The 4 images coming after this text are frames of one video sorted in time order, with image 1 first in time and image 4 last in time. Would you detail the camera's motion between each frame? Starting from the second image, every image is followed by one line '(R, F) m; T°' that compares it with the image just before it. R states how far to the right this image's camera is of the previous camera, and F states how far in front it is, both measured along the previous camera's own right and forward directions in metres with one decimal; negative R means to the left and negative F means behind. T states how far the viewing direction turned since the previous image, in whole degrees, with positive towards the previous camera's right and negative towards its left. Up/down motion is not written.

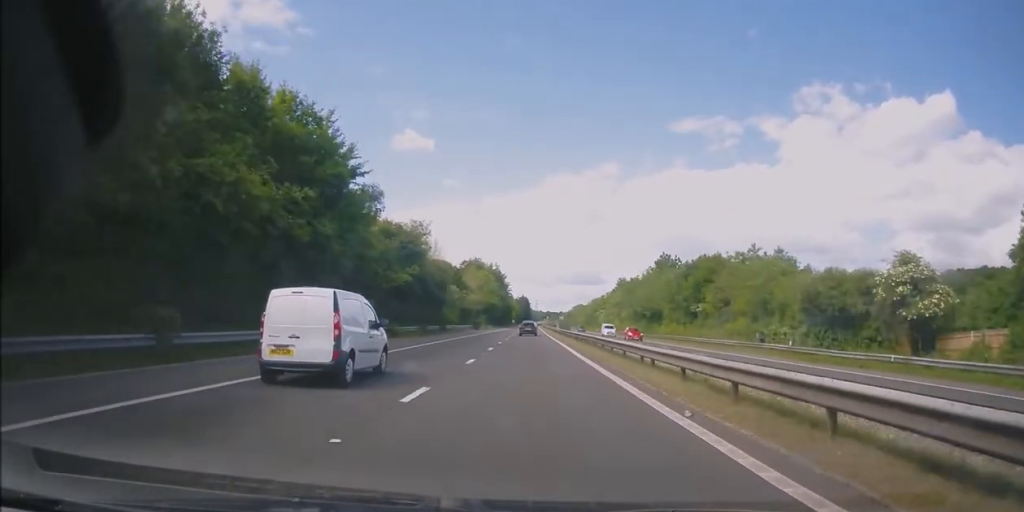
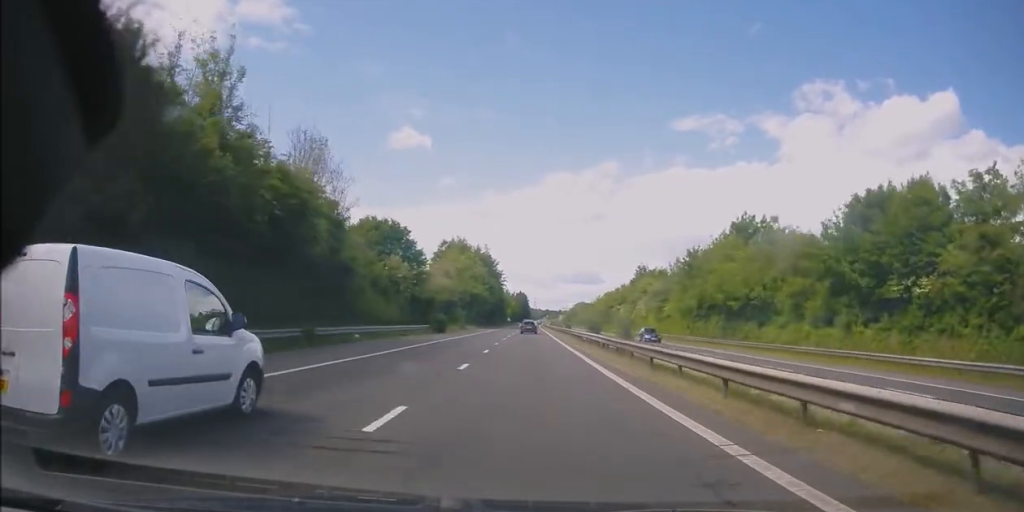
(0.0, +38.8) m; 0°
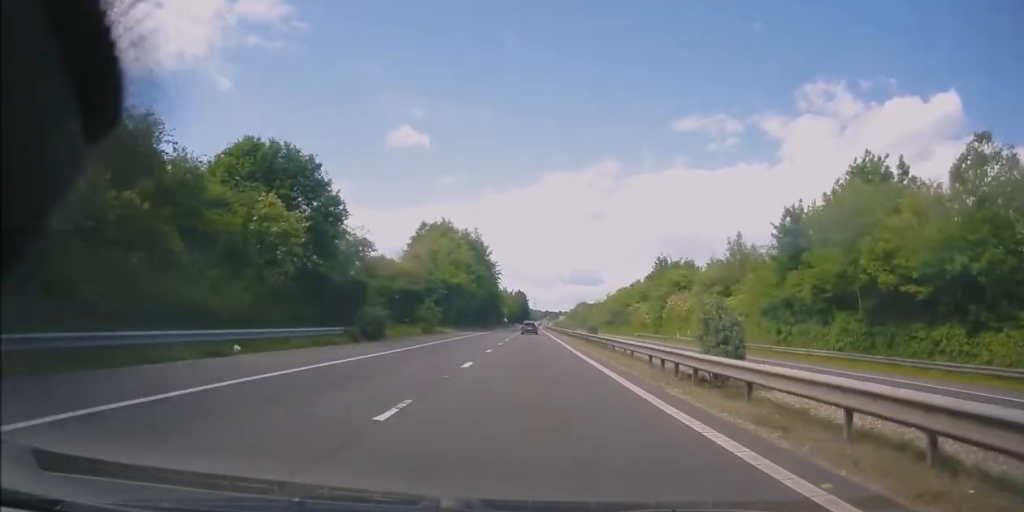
(+0.1, +26.2) m; 0°
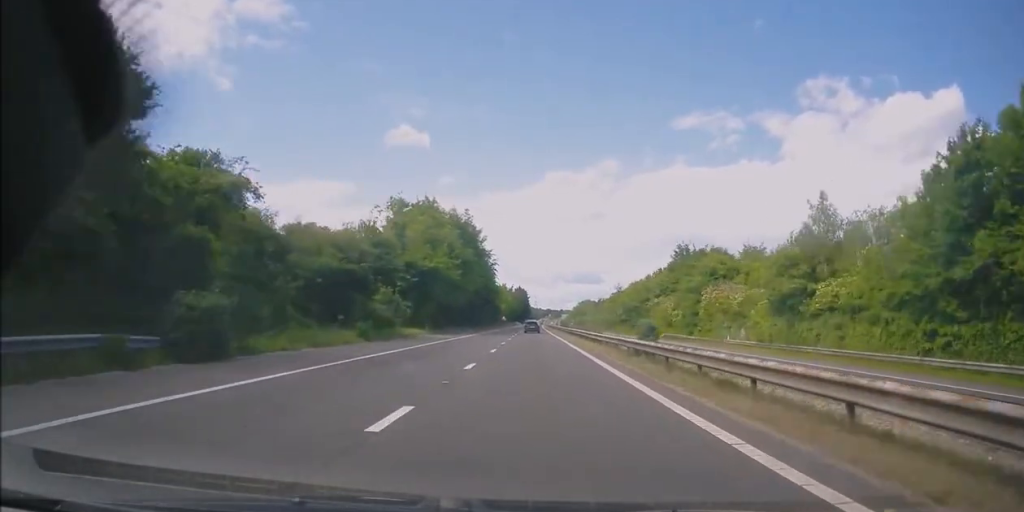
(0.0, +19.0) m; 0°
